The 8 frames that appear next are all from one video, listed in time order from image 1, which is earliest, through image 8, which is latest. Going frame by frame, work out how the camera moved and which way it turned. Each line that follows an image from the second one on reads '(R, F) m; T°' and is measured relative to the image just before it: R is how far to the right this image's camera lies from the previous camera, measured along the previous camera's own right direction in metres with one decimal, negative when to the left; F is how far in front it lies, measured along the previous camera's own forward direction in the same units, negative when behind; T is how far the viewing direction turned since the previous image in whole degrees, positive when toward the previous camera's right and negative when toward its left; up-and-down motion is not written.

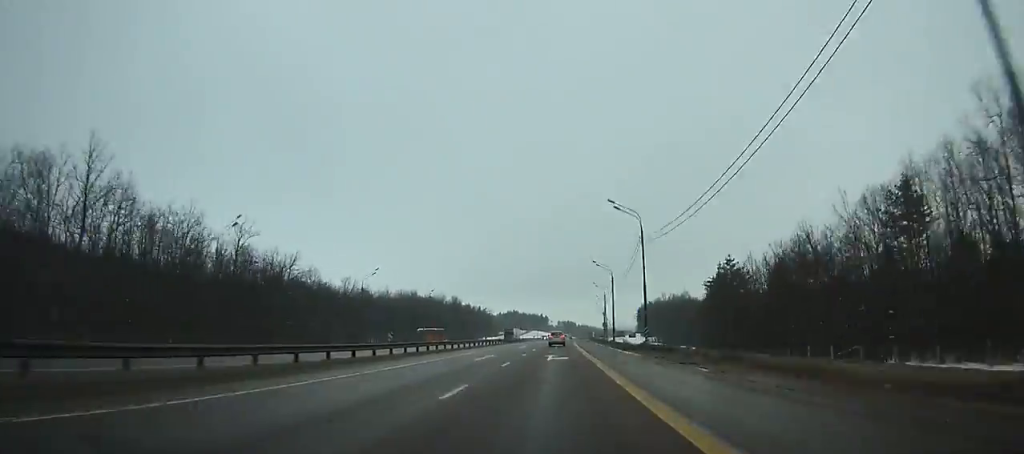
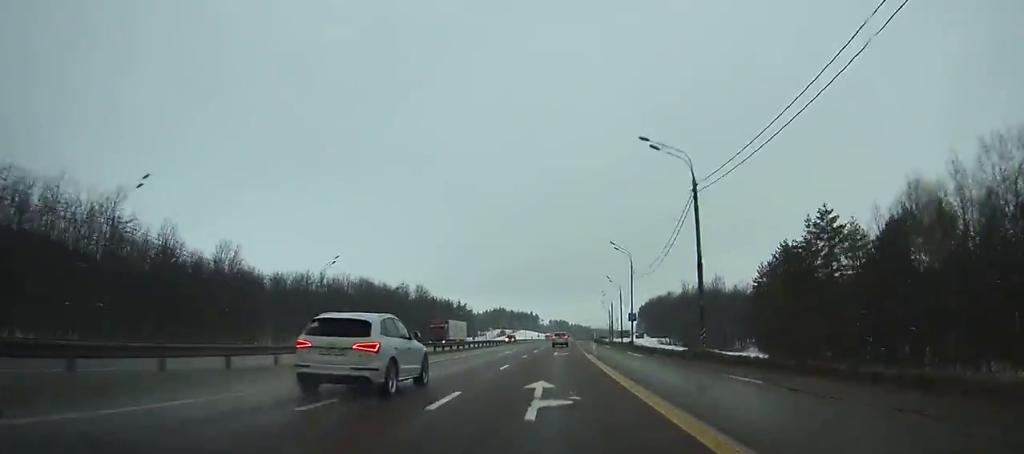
(+0.3, +49.8) m; +1°
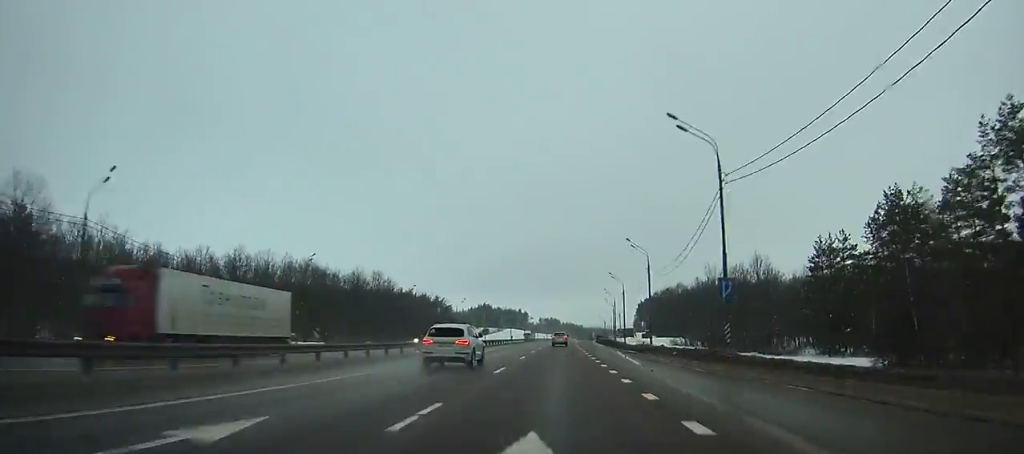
(+0.3, +39.0) m; +1°
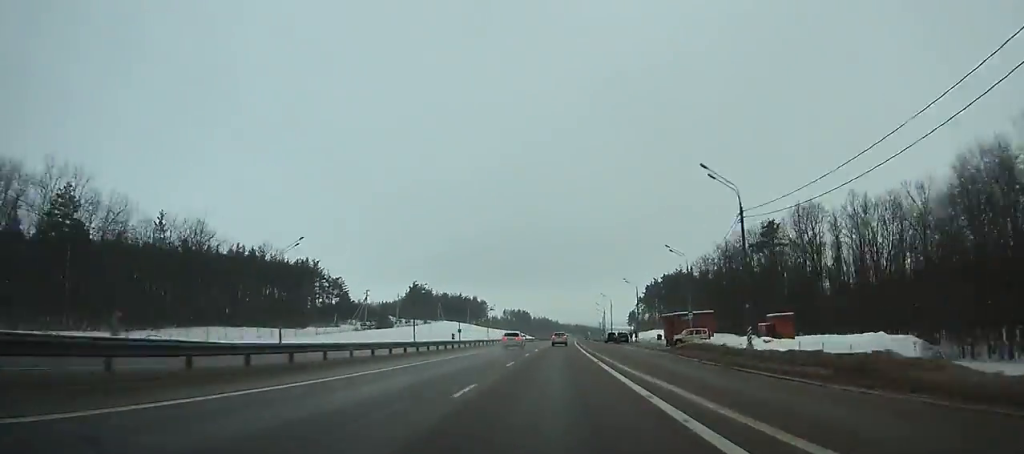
(+3.0, +126.2) m; +3°
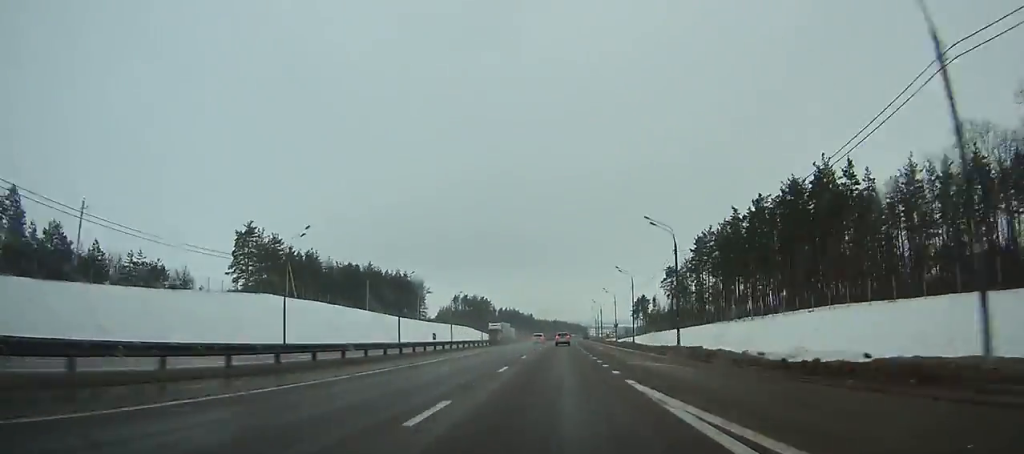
(+2.2, +124.2) m; +2°
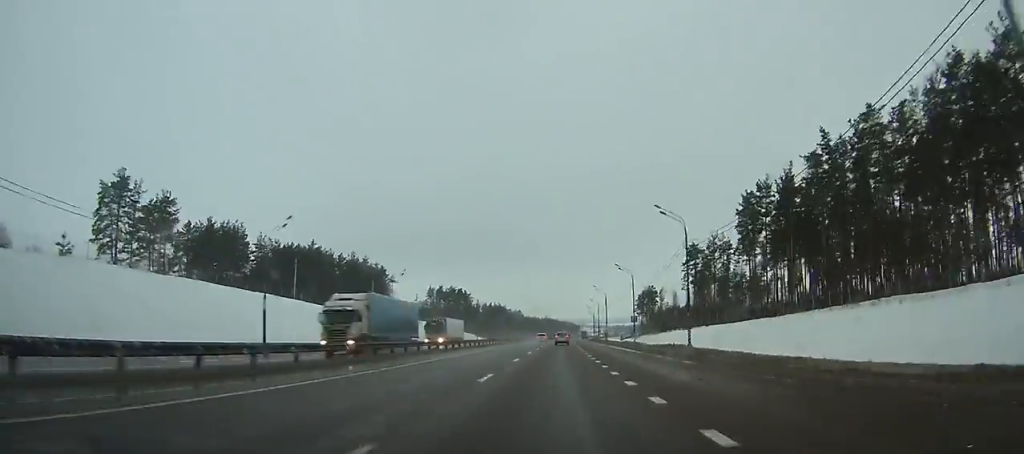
(+0.1, +39.7) m; +1°
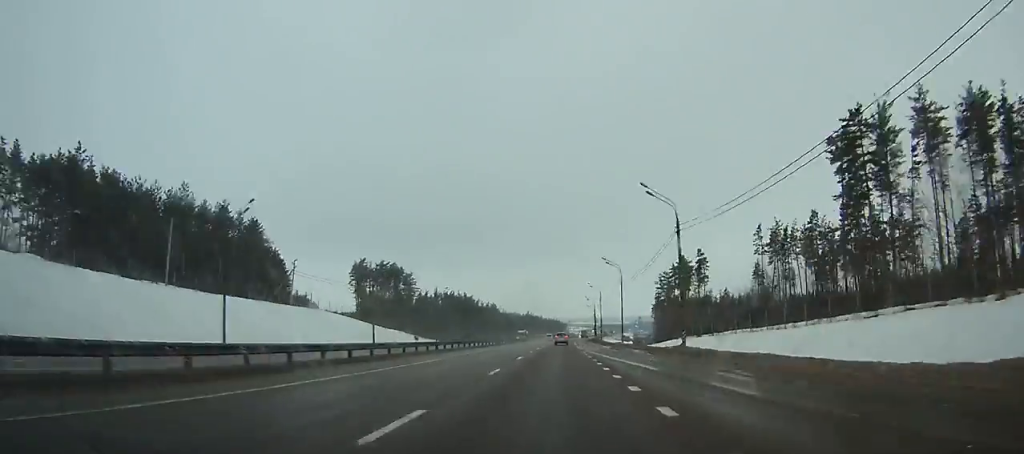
(+1.1, +82.9) m; +1°
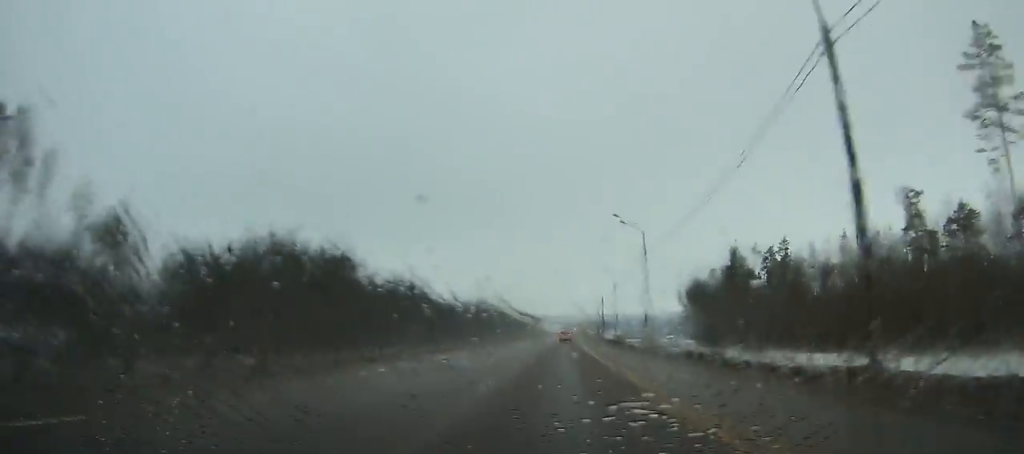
(+3.0, +136.5) m; +3°
